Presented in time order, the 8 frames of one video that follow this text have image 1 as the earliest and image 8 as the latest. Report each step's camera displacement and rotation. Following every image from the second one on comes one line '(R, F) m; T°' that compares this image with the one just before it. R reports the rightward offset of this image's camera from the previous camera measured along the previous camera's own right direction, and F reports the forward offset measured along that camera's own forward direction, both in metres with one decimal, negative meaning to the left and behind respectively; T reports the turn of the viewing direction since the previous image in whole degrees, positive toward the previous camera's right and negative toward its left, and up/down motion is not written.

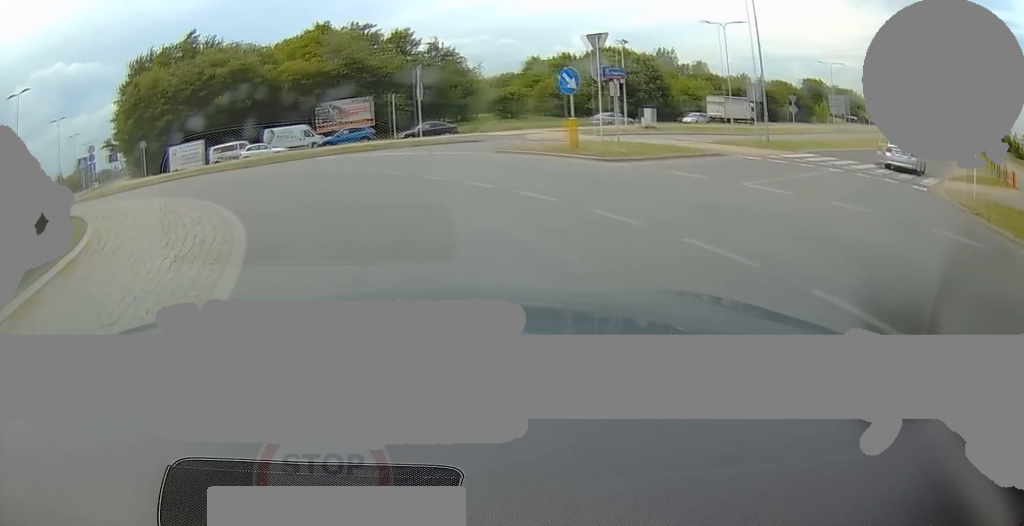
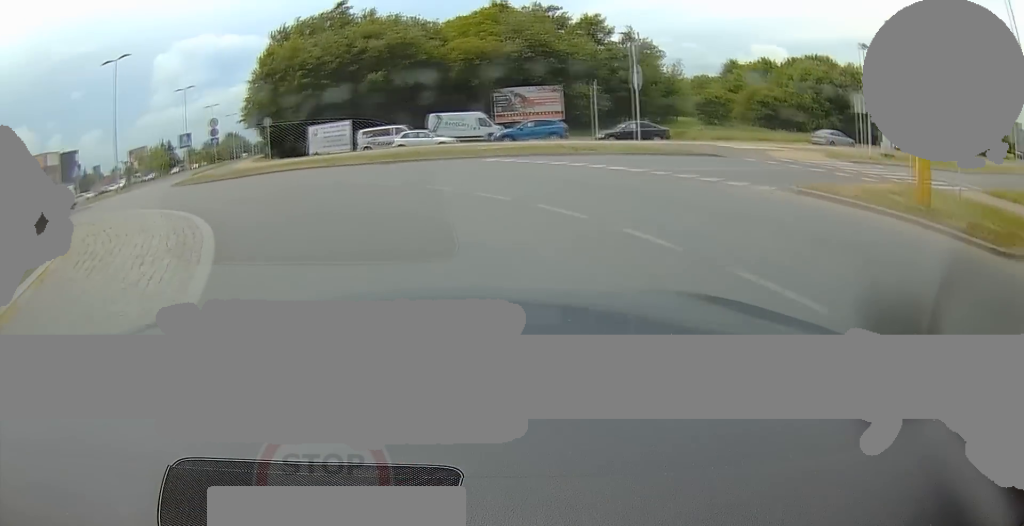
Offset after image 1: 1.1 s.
(-0.8, +7.7) m; -18°
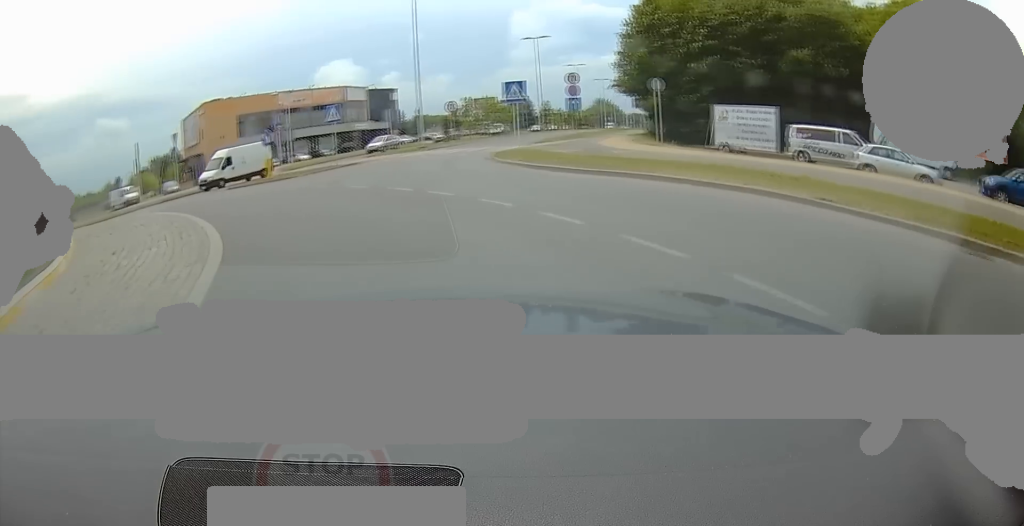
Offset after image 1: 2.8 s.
(-4.4, +12.4) m; -34°
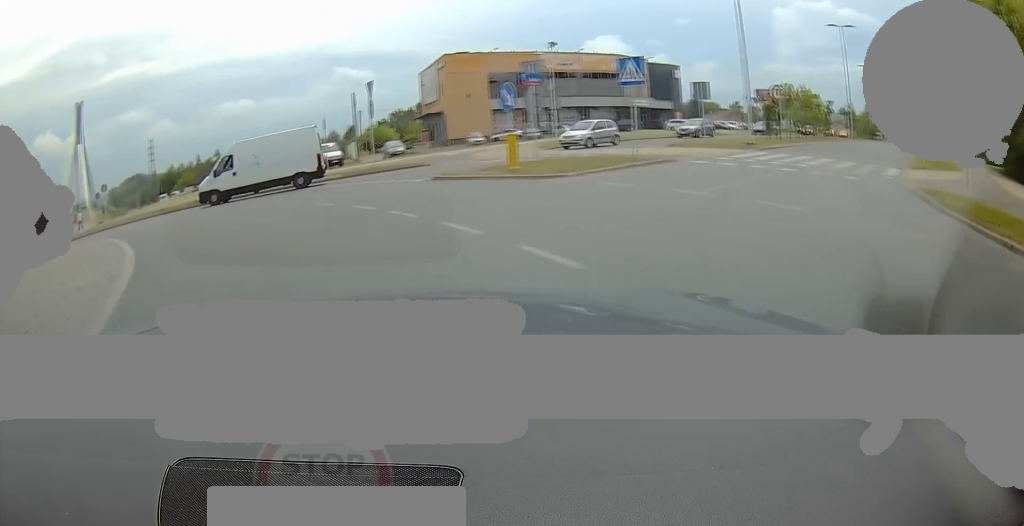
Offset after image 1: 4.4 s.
(-2.8, +11.3) m; -25°
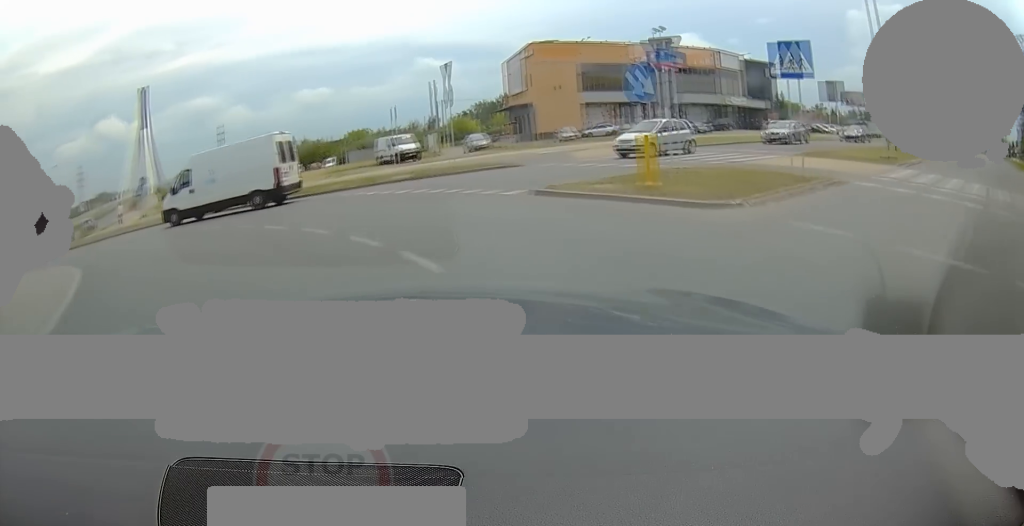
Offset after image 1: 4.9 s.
(-0.1, +4.2) m; -9°
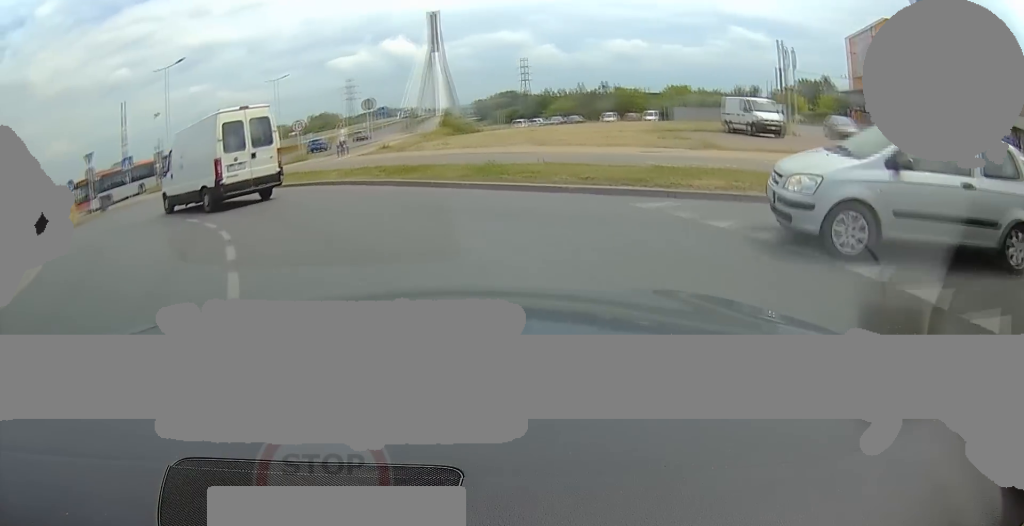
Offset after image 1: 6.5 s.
(-2.5, +9.3) m; -34°
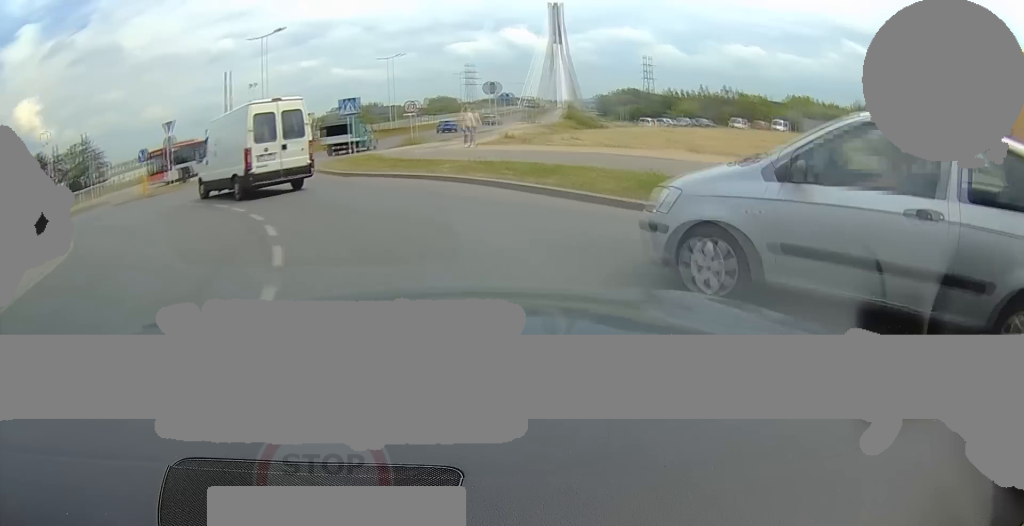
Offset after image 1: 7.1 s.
(-0.2, +3.1) m; -8°
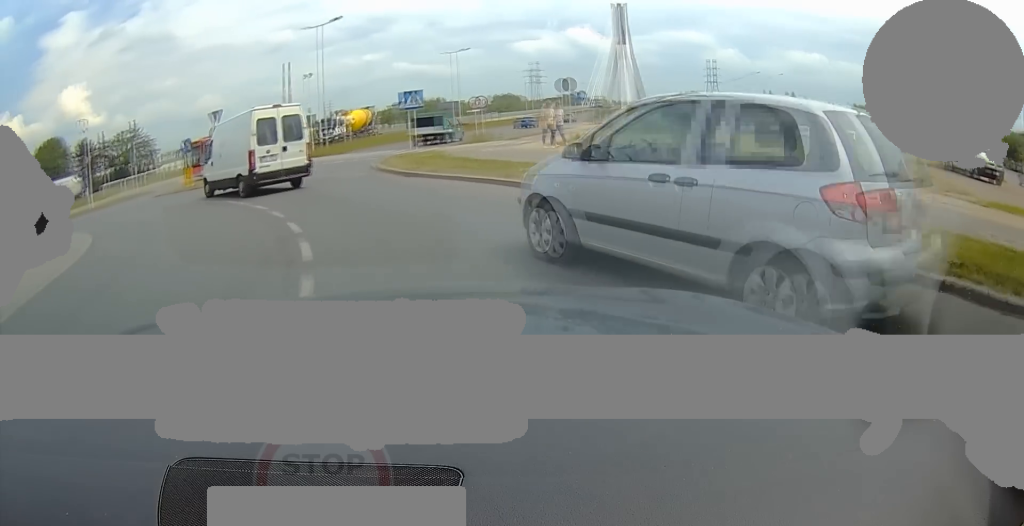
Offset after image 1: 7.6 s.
(-0.1, +2.8) m; -6°
